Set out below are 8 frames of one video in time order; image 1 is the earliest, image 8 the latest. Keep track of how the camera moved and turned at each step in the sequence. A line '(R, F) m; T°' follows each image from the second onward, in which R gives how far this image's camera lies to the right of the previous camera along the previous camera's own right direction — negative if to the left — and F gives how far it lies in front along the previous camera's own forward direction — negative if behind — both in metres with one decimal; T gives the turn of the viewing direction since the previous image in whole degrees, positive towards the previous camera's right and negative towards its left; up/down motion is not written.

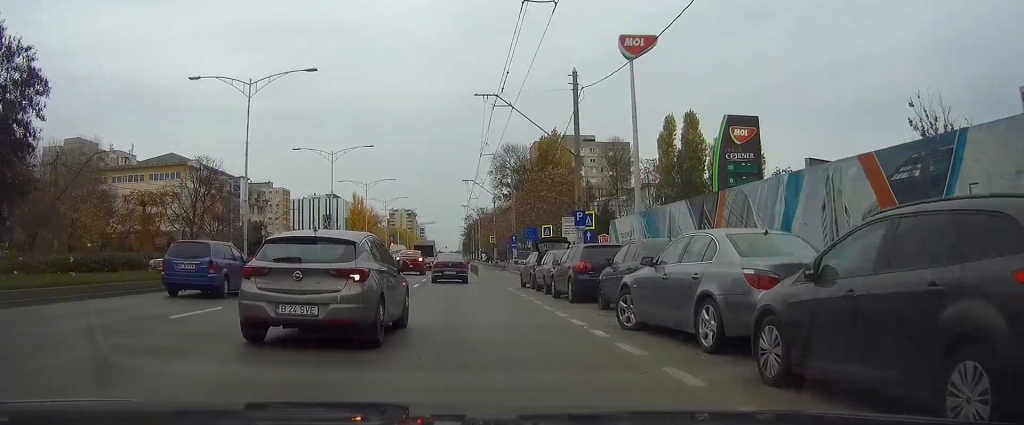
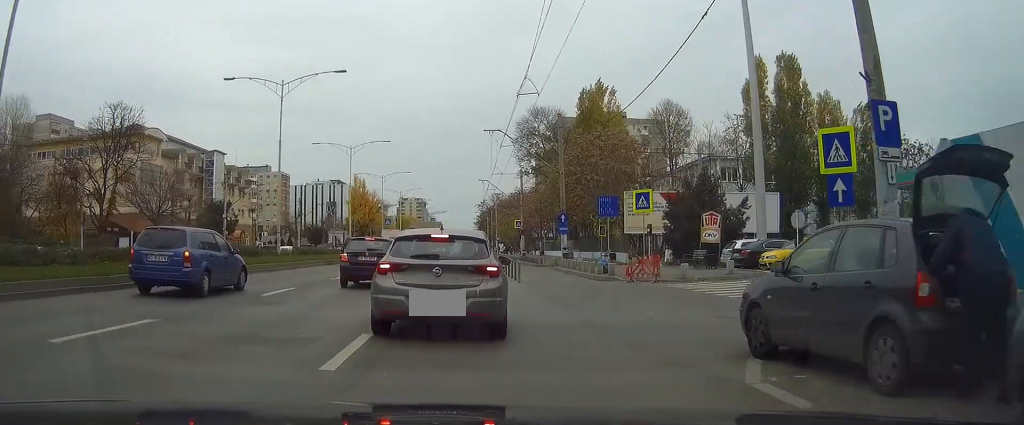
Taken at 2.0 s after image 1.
(+0.1, +21.9) m; +1°
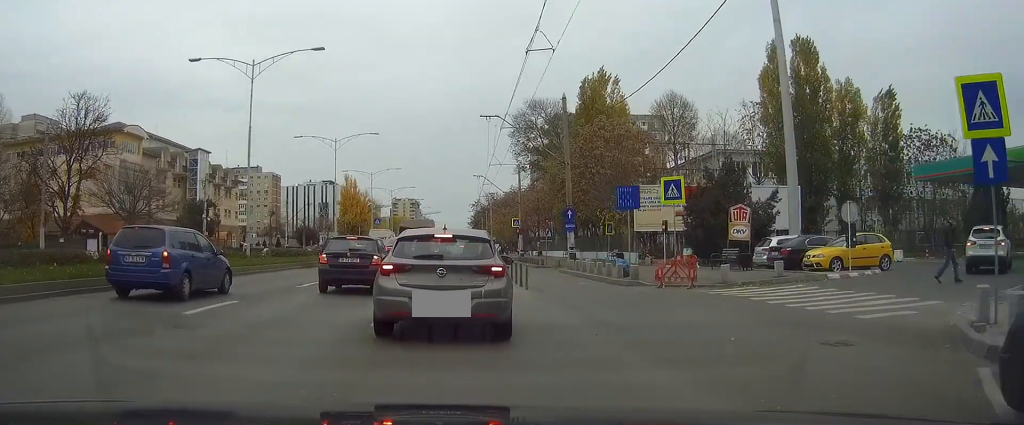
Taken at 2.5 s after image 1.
(0.0, +4.7) m; 0°
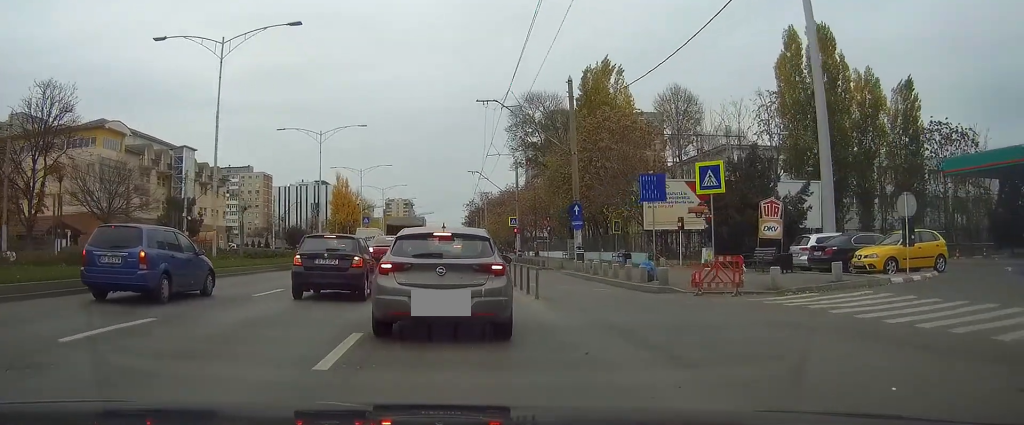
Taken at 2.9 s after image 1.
(+0.1, +3.9) m; 0°
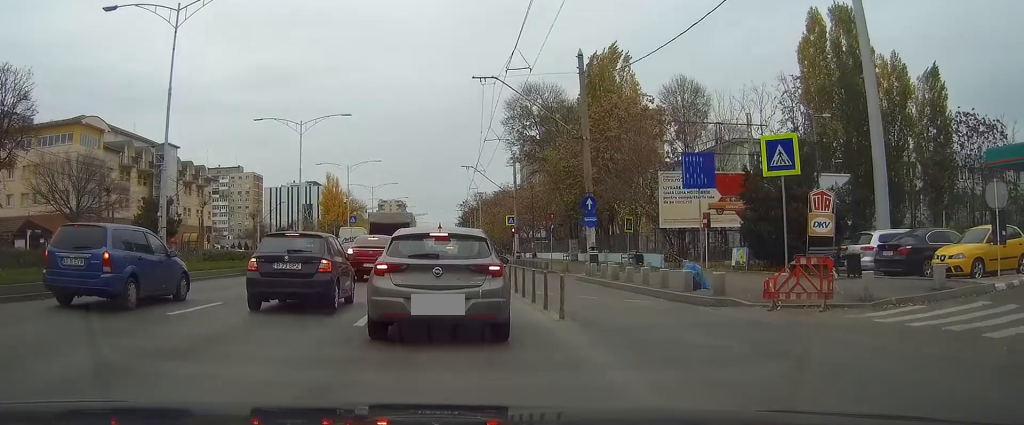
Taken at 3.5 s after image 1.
(0.0, +5.1) m; 0°
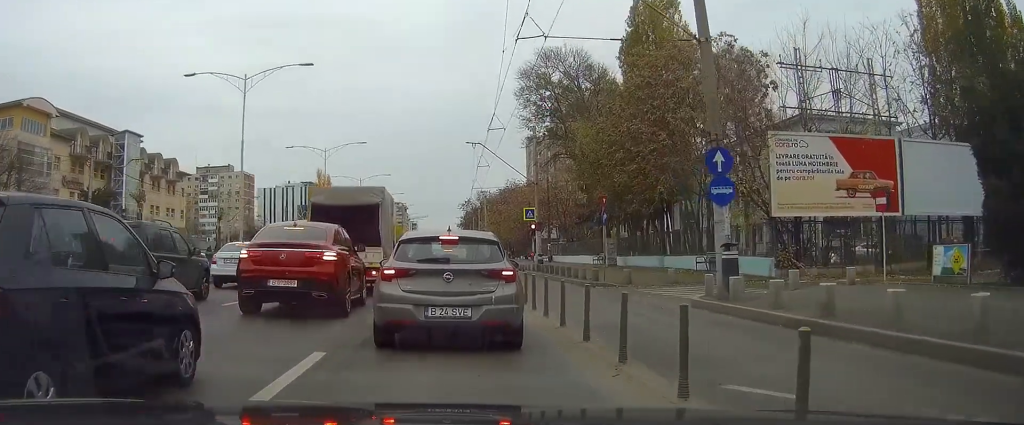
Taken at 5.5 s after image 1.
(0.0, +15.0) m; 0°
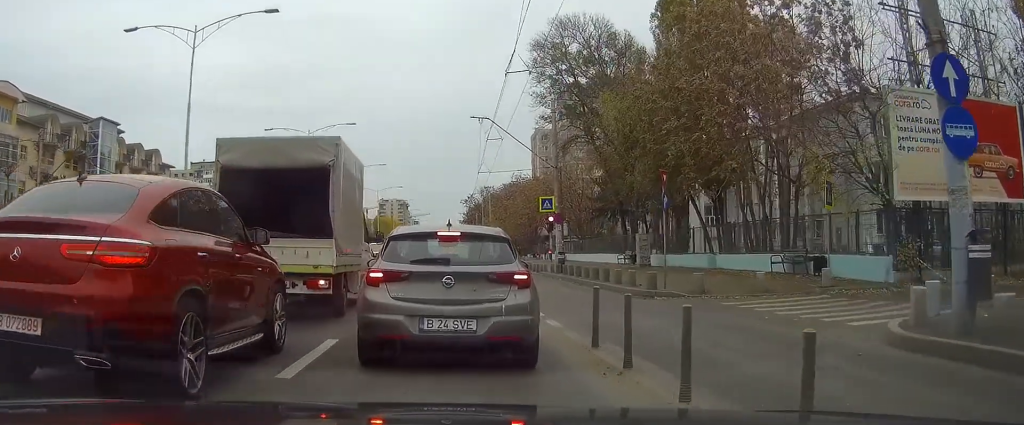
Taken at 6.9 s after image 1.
(0.0, +7.6) m; 0°
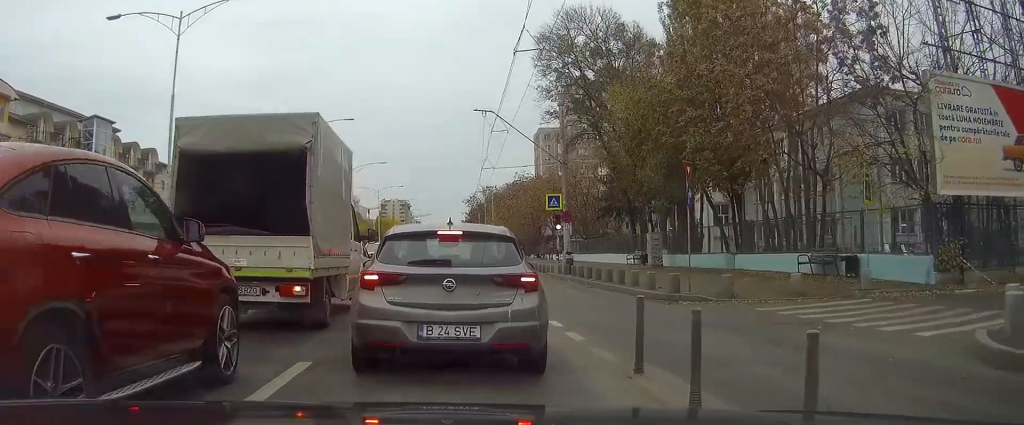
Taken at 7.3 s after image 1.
(0.0, +2.1) m; 0°
